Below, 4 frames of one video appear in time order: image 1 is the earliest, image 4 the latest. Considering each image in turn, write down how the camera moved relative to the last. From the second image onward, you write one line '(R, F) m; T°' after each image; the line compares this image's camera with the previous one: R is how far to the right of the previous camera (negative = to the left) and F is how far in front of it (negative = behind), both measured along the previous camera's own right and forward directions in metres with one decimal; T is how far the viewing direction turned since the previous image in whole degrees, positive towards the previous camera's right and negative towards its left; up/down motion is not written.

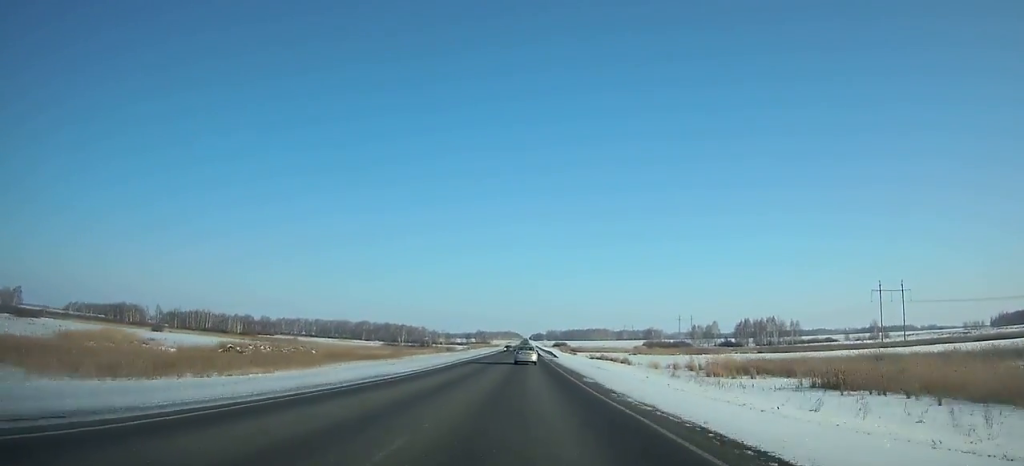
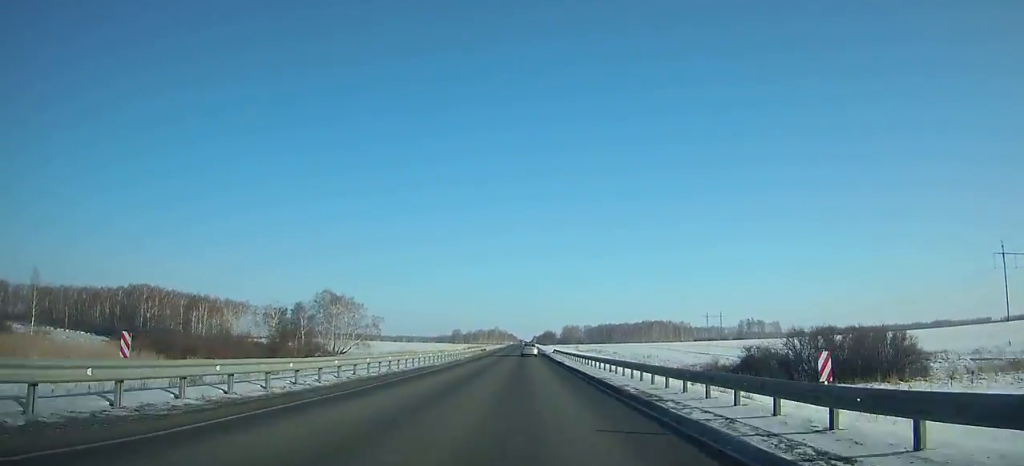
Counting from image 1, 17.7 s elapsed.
(+0.3, +452.8) m; 0°
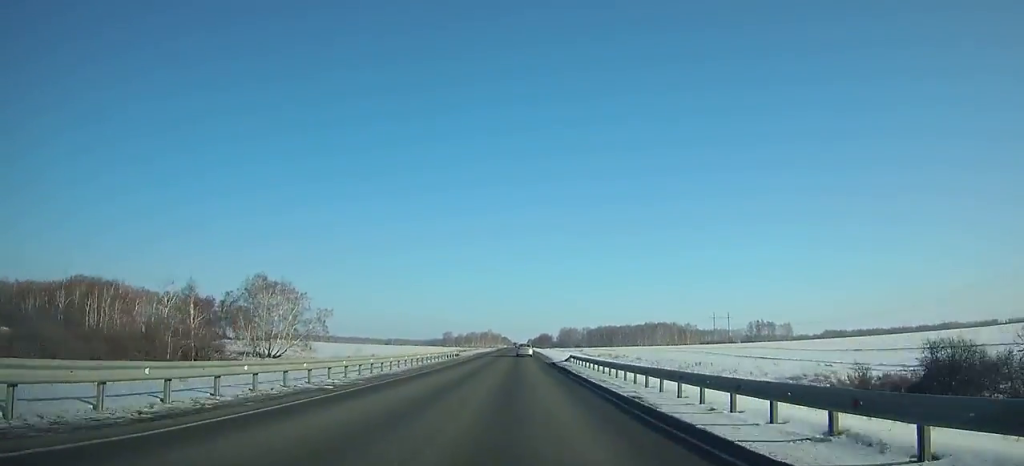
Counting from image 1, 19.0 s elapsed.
(0.0, +34.3) m; 0°
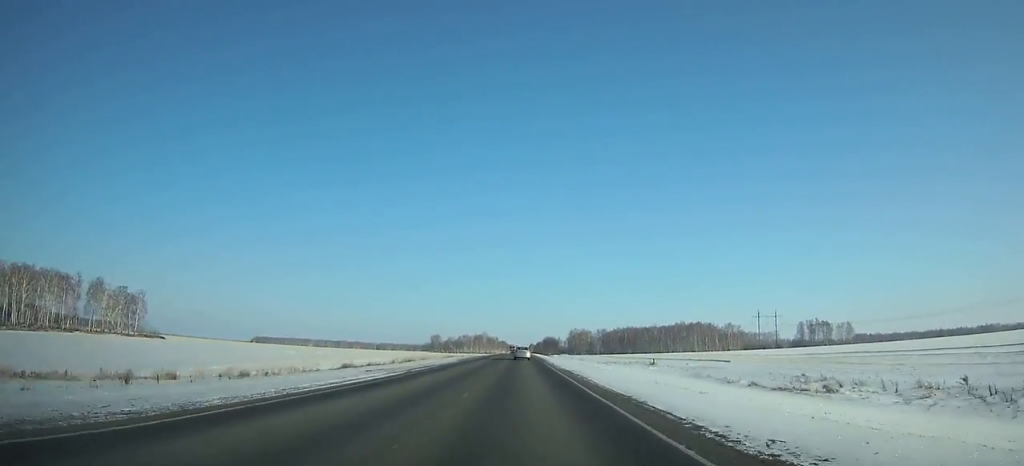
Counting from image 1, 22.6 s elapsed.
(+0.2, +96.2) m; 0°
